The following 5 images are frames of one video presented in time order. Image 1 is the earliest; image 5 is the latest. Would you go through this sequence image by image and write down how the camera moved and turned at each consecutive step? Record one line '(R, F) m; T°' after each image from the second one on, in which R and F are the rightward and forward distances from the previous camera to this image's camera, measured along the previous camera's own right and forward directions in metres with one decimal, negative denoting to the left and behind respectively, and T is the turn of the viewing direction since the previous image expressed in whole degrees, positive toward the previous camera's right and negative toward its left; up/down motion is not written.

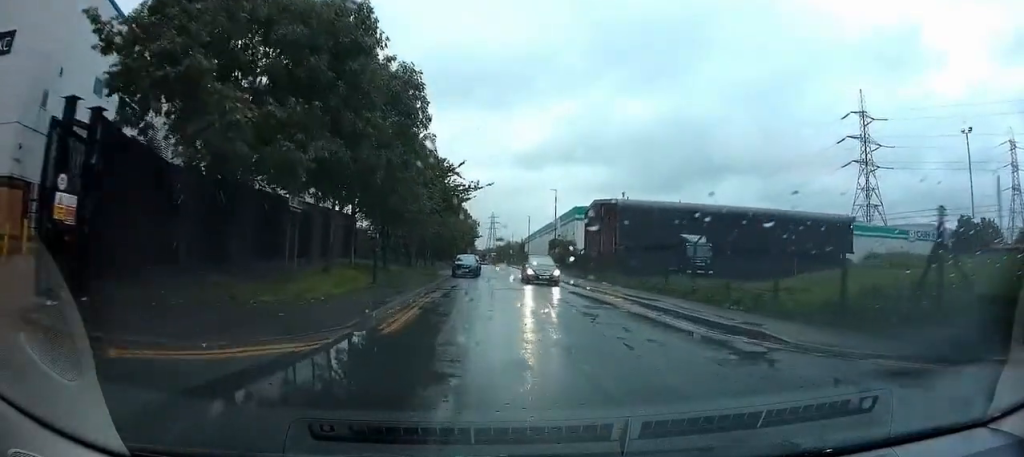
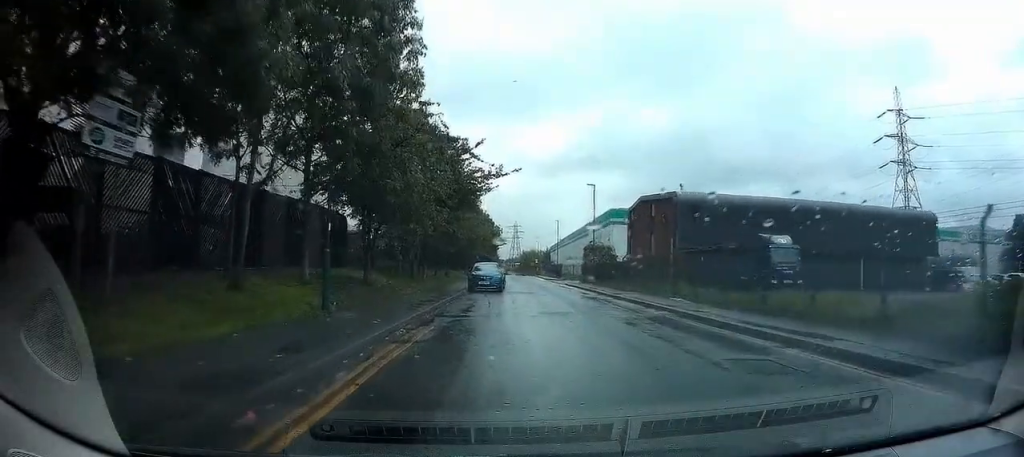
(0.0, +10.9) m; -3°
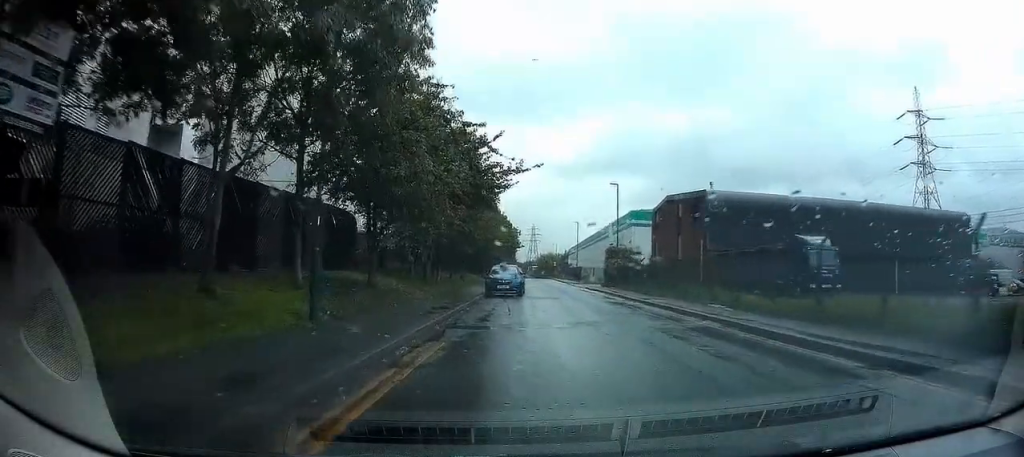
(-0.1, +2.2) m; -2°
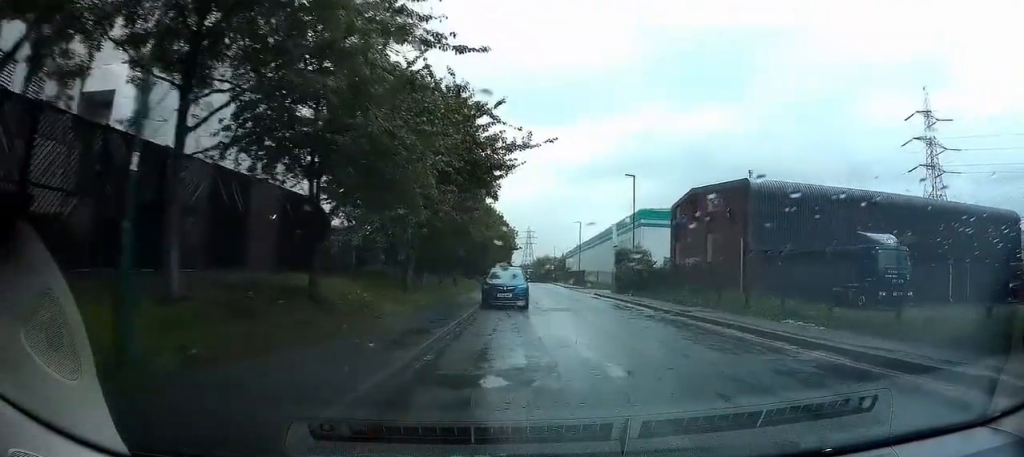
(0.0, +6.3) m; +1°
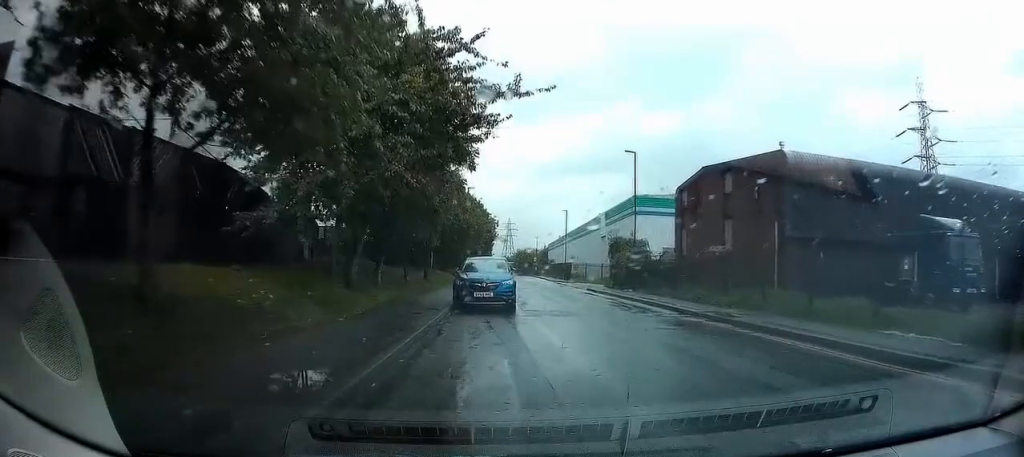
(0.0, +4.8) m; +1°
